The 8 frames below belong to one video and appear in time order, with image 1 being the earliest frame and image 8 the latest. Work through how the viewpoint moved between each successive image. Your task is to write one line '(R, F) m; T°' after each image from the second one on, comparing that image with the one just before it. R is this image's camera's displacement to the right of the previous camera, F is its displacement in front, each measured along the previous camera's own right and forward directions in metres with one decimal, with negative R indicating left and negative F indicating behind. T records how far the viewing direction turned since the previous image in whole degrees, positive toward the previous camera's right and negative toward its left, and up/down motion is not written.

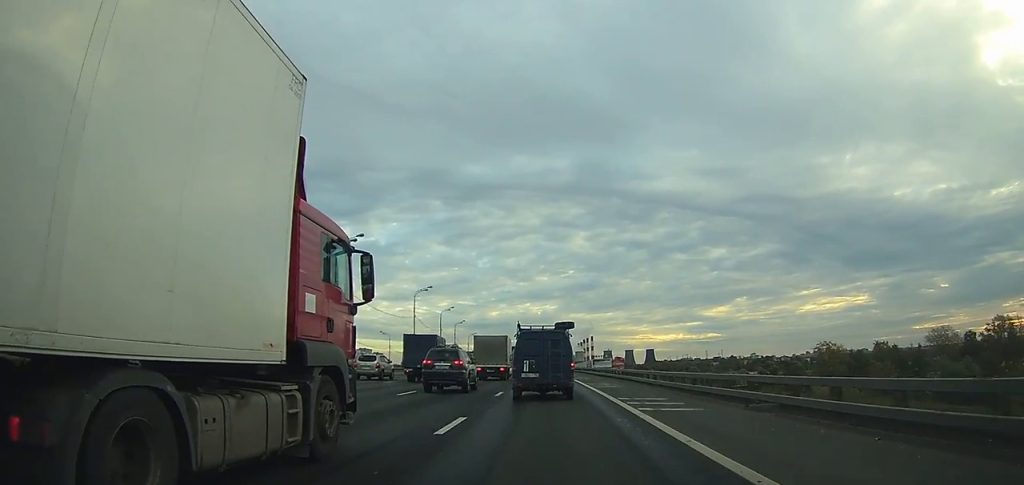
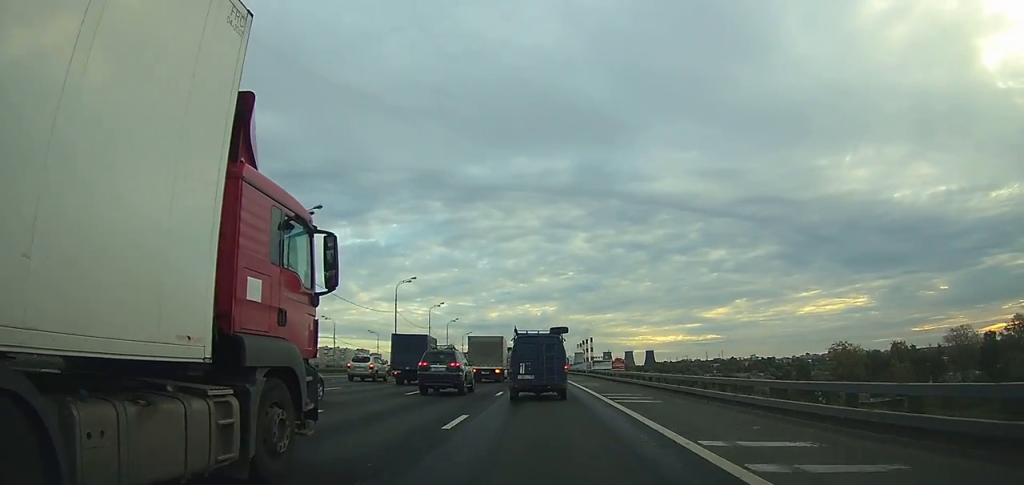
(-0.1, +9.2) m; 0°
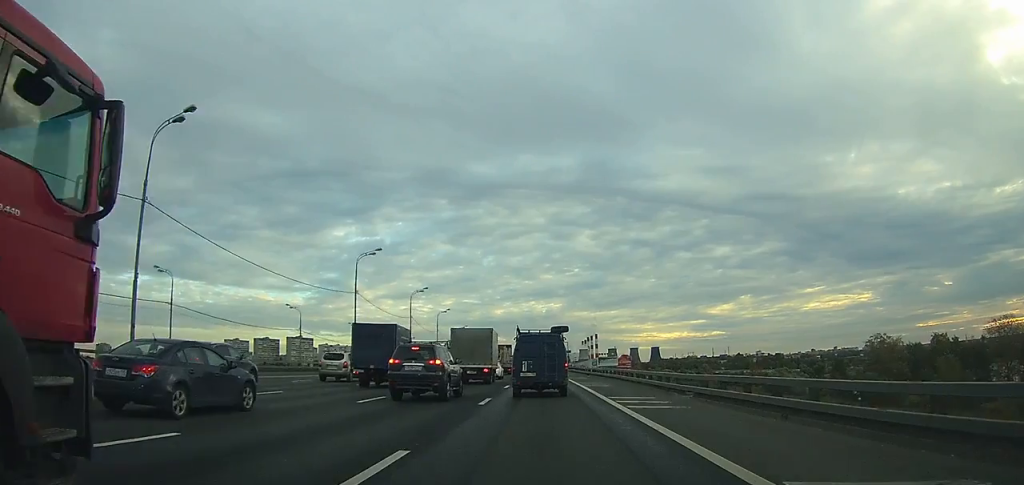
(0.0, +15.9) m; 0°
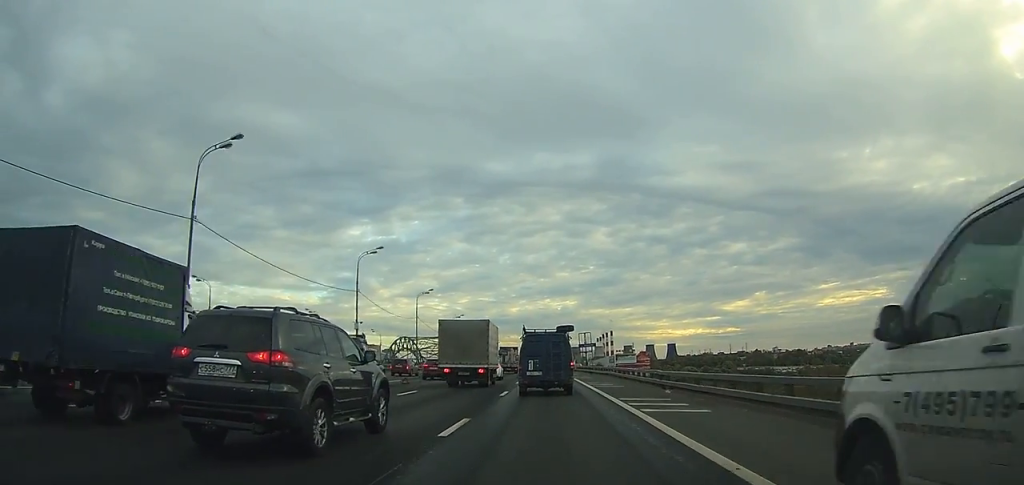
(+0.4, +30.1) m; +1°
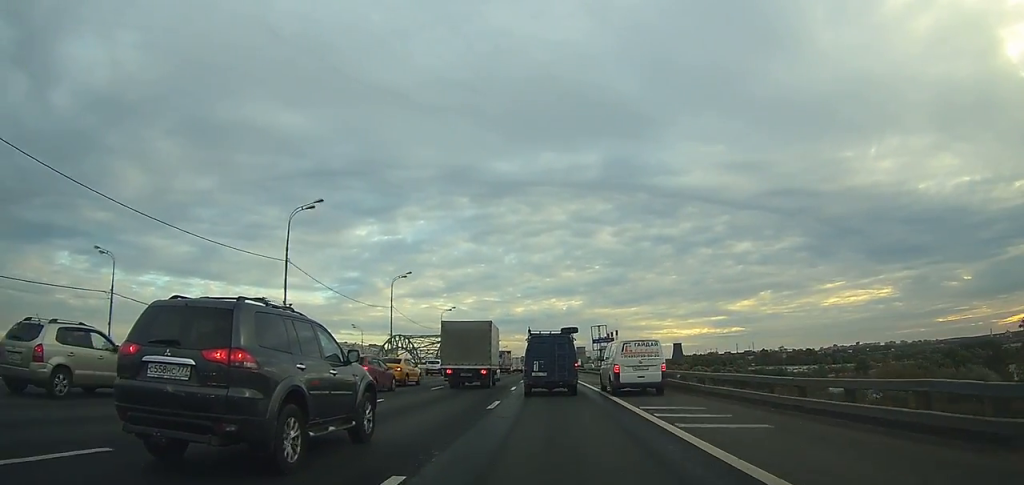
(-0.1, +18.7) m; -1°
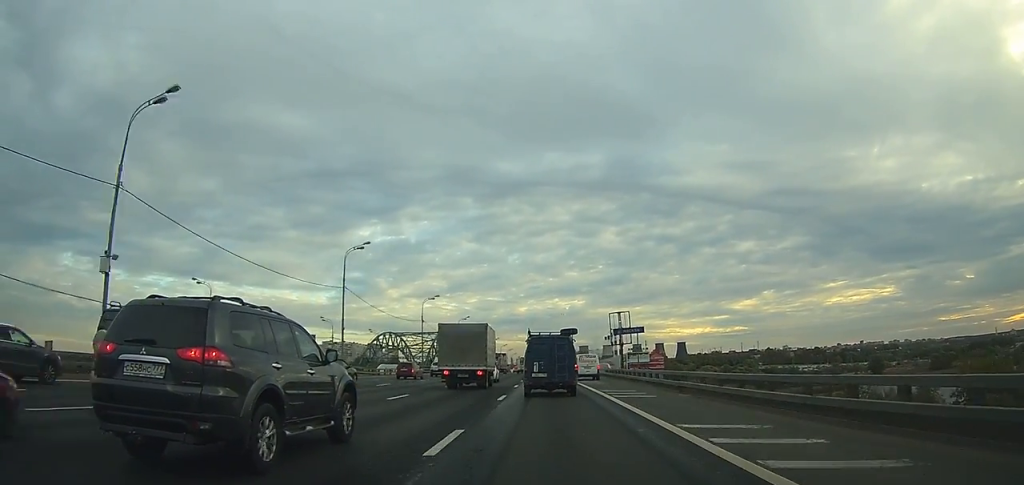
(-0.2, +20.3) m; -1°
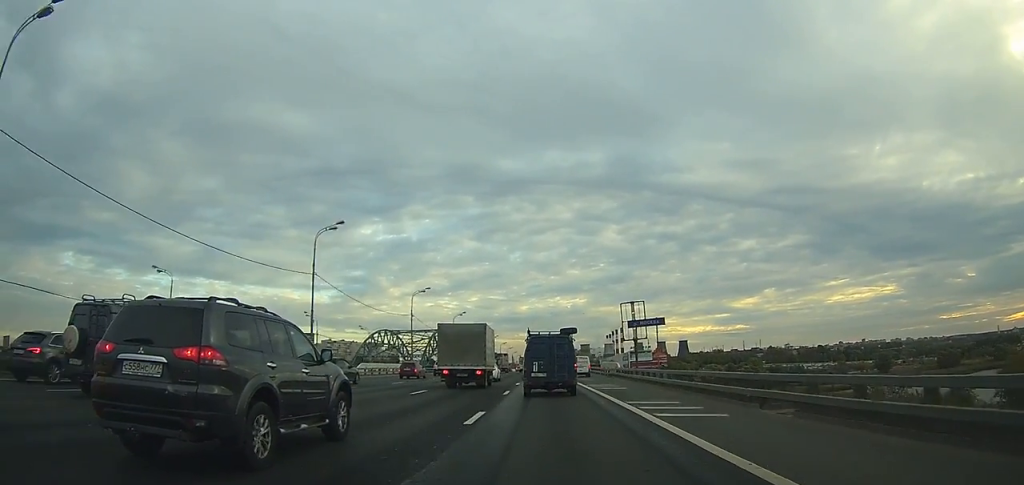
(0.0, +8.5) m; 0°
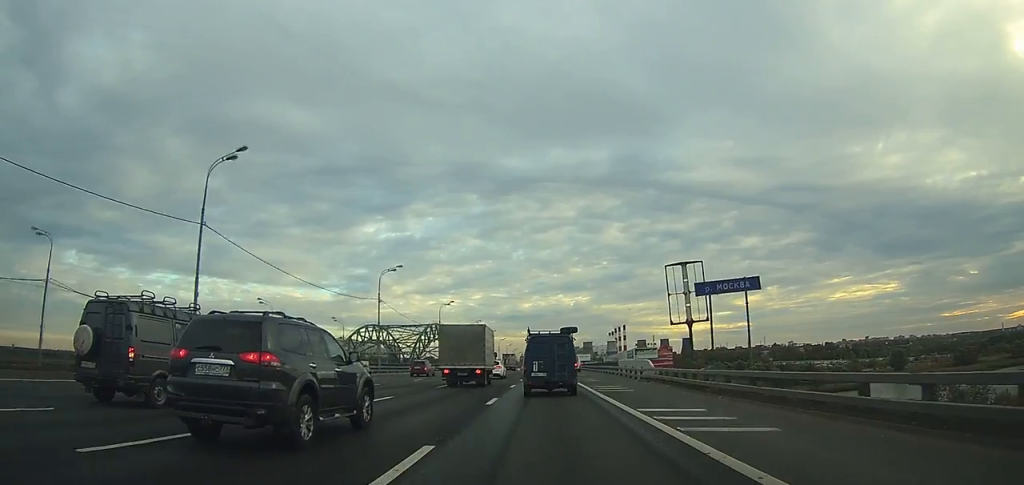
(-0.1, +18.5) m; 0°
